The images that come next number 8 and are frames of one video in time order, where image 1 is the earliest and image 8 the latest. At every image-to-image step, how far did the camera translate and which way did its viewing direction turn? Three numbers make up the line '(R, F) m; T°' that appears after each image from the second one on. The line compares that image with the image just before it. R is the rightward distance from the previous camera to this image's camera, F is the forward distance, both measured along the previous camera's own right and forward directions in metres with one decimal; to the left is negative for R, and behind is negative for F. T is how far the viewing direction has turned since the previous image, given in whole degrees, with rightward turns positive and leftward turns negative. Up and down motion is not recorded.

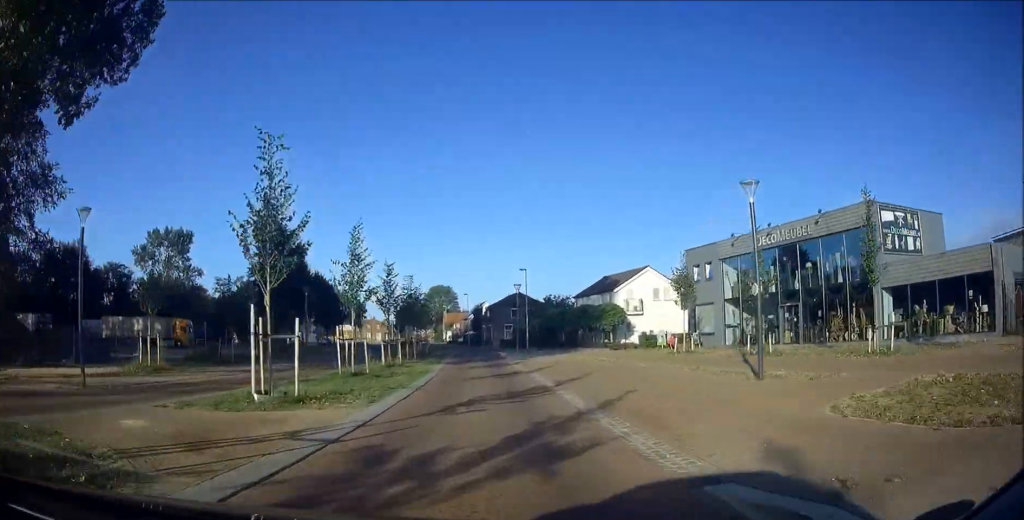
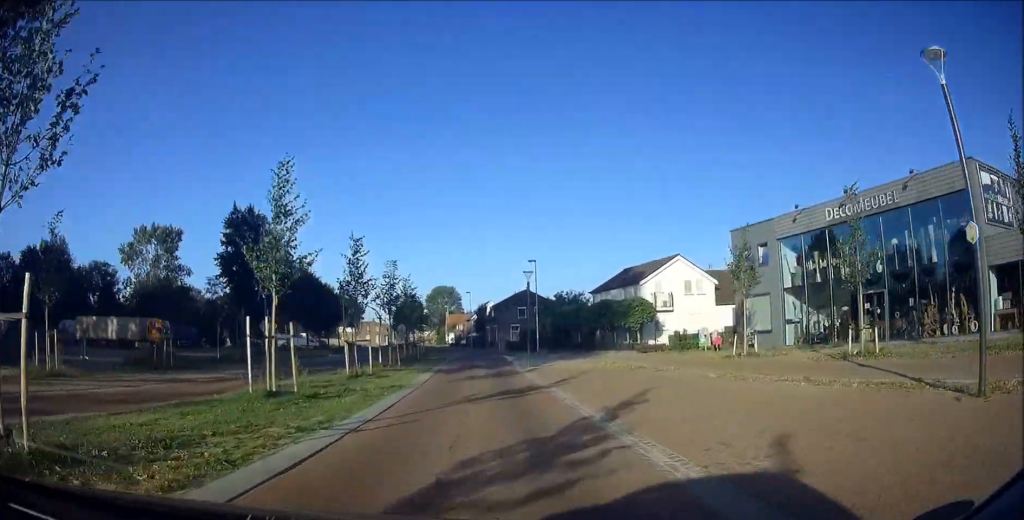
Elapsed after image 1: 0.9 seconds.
(0.0, +8.3) m; -1°
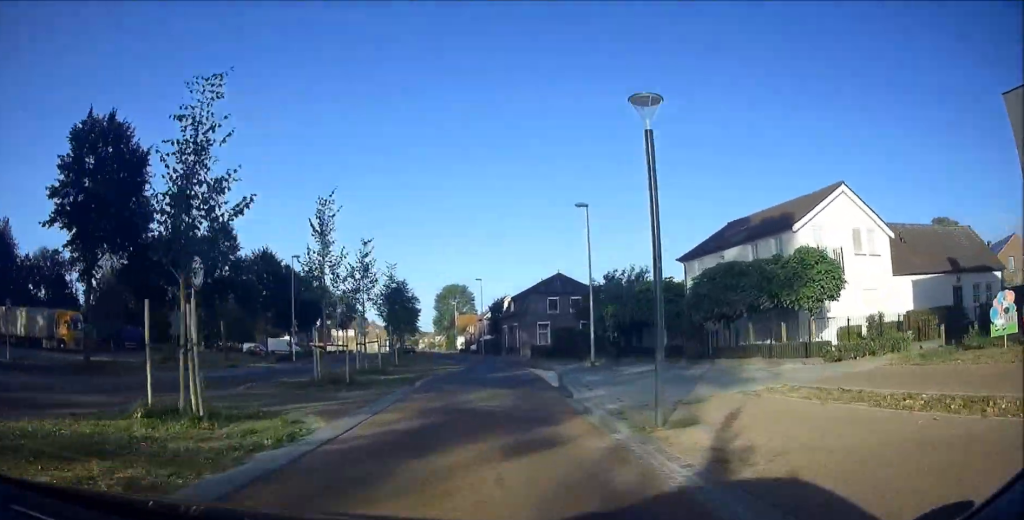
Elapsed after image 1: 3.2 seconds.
(-0.4, +22.6) m; -2°
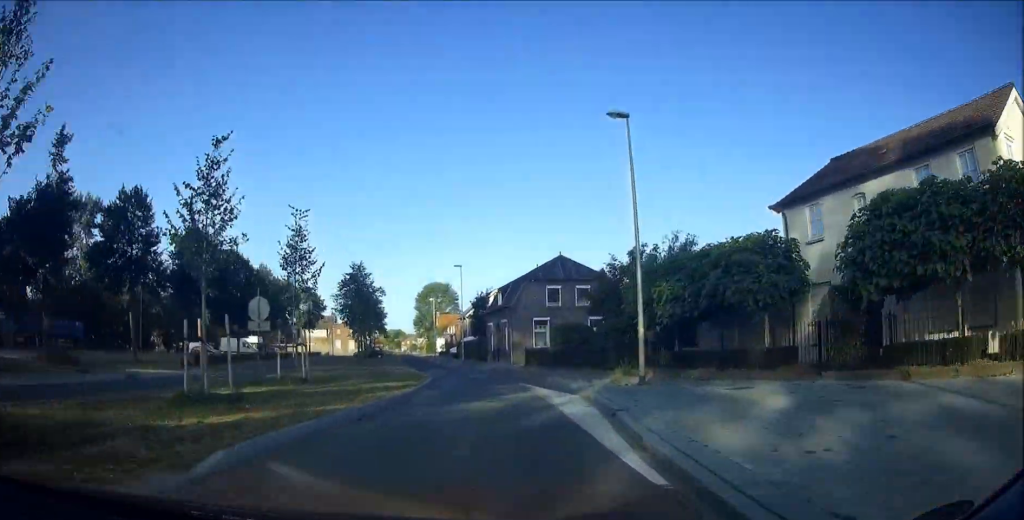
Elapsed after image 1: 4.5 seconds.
(-0.1, +13.2) m; -2°
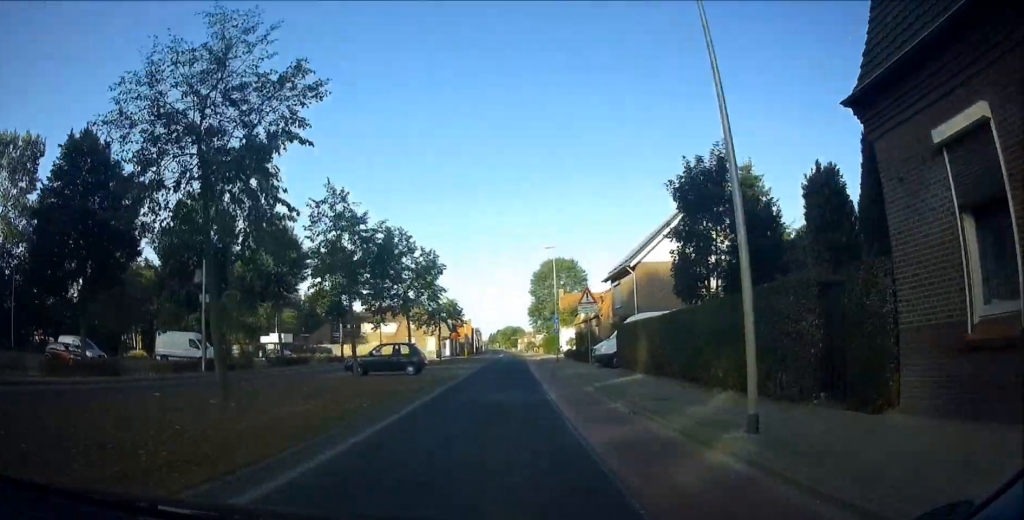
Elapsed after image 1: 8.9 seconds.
(-3.7, +44.8) m; -7°
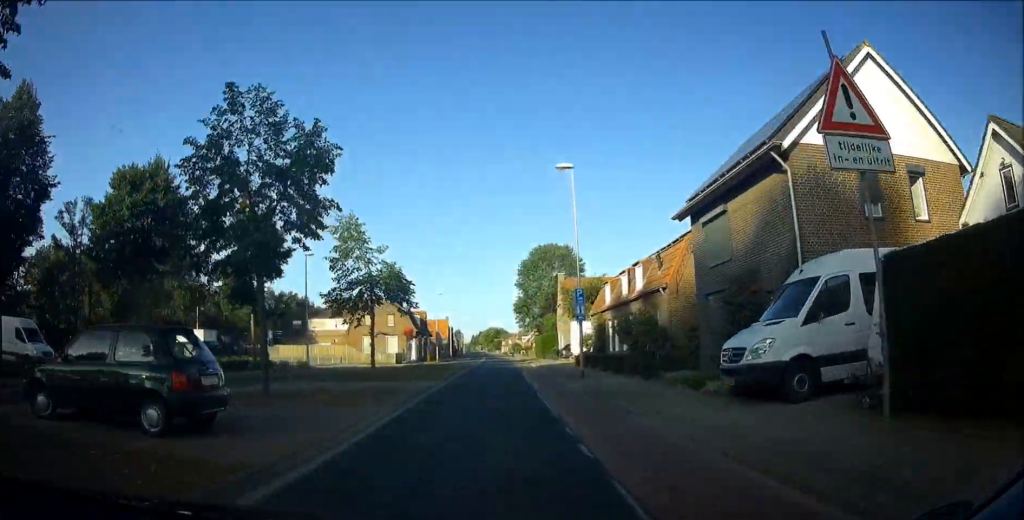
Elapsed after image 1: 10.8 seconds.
(+0.1, +20.5) m; 0°
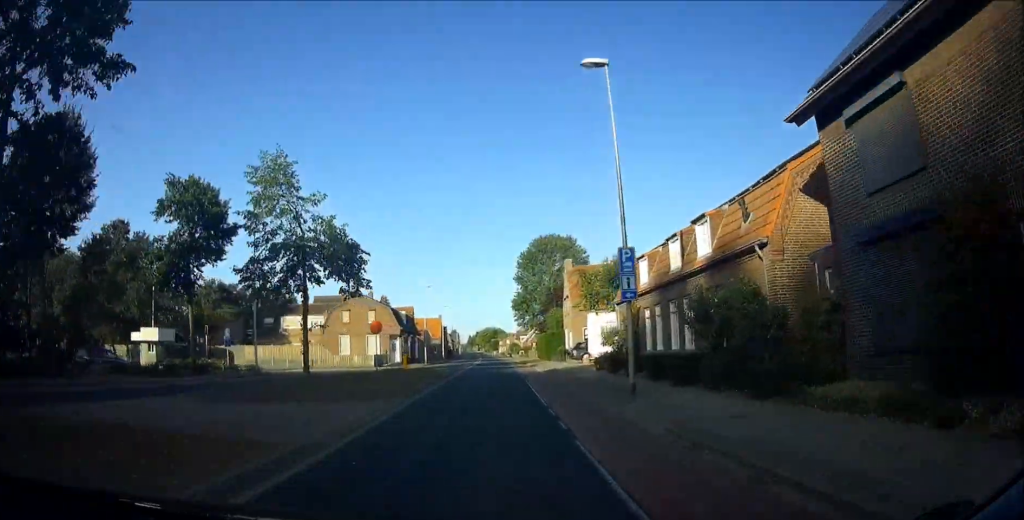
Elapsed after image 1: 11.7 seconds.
(+0.2, +9.8) m; 0°
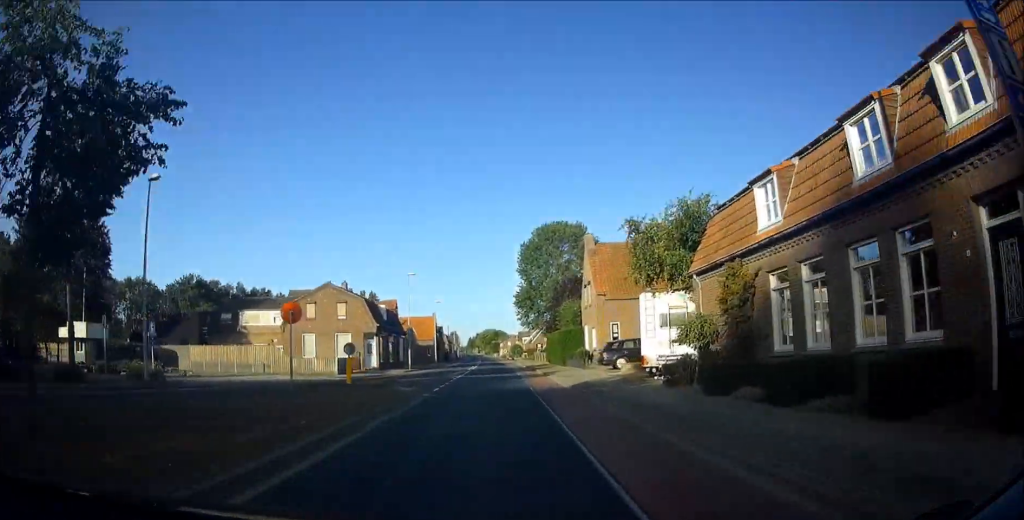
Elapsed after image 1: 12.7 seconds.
(-0.2, +13.0) m; 0°
